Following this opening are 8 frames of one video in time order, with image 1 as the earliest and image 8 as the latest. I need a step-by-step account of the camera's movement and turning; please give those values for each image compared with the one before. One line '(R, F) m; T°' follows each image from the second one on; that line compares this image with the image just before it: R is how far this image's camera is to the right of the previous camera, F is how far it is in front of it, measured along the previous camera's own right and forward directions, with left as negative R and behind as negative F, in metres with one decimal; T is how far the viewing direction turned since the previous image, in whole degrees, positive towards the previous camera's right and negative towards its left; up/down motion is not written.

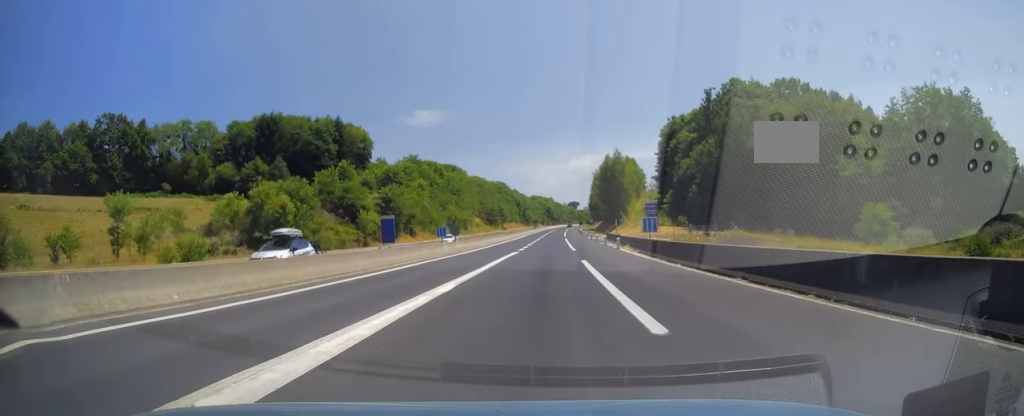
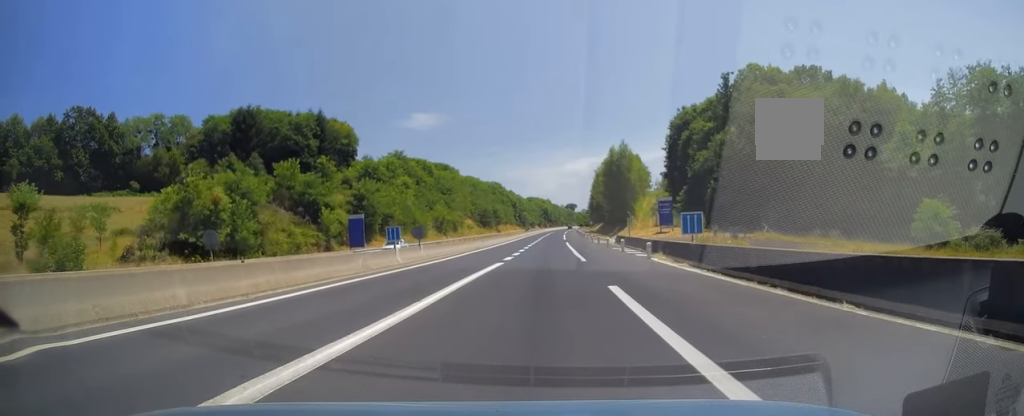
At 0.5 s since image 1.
(+0.1, +12.3) m; +1°
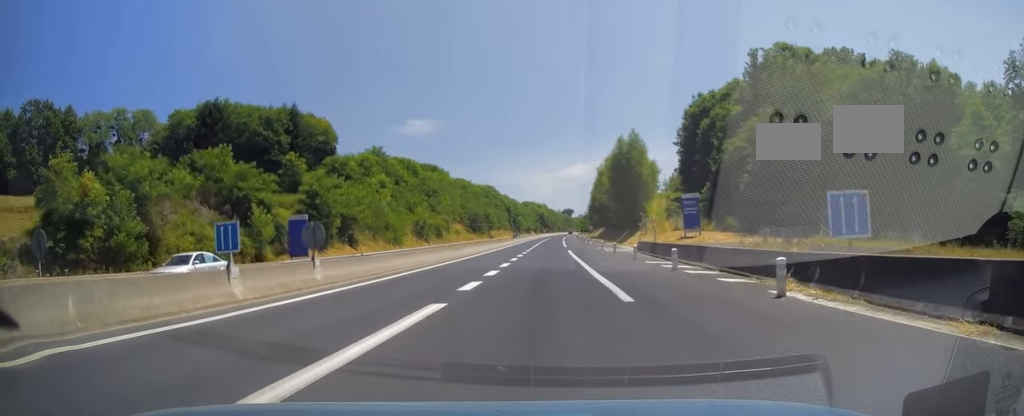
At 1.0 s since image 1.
(+0.1, +15.4) m; +1°
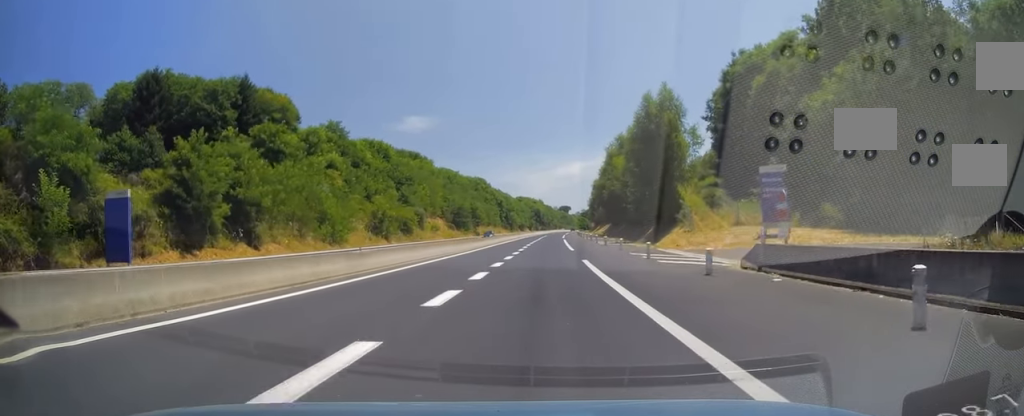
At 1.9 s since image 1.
(+0.2, +24.2) m; +1°
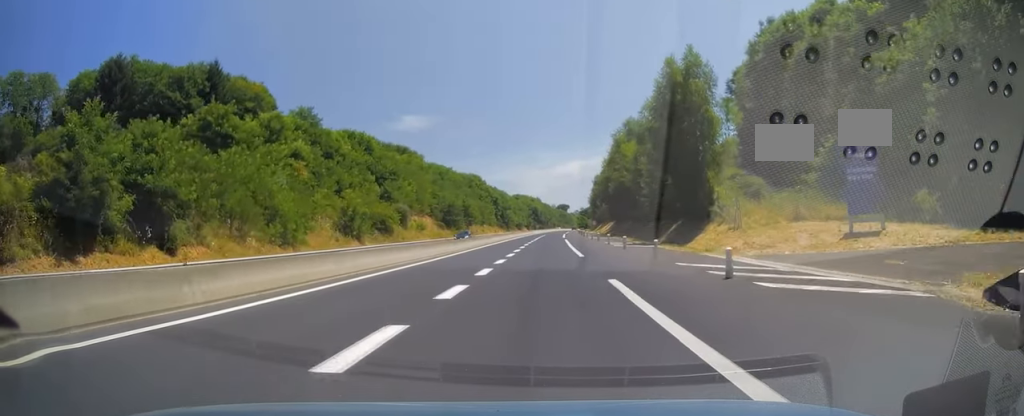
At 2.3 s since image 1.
(0.0, +11.8) m; 0°
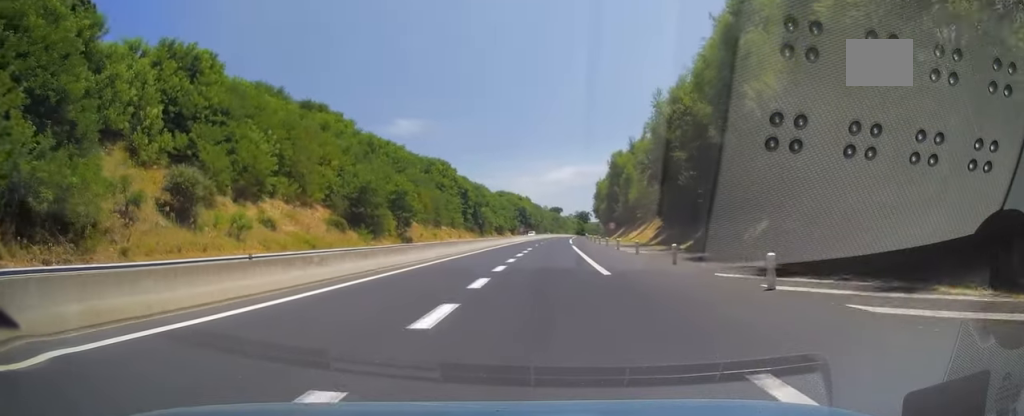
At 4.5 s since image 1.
(+0.3, +62.9) m; 0°
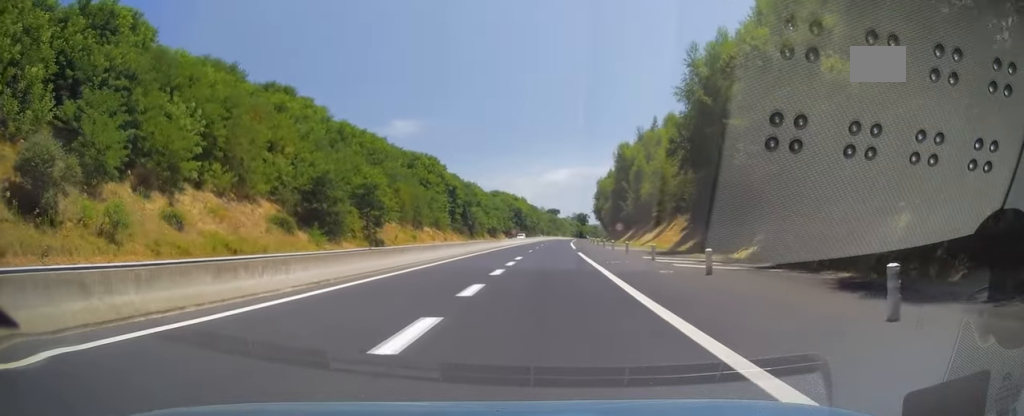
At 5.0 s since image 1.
(0.0, +14.8) m; 0°
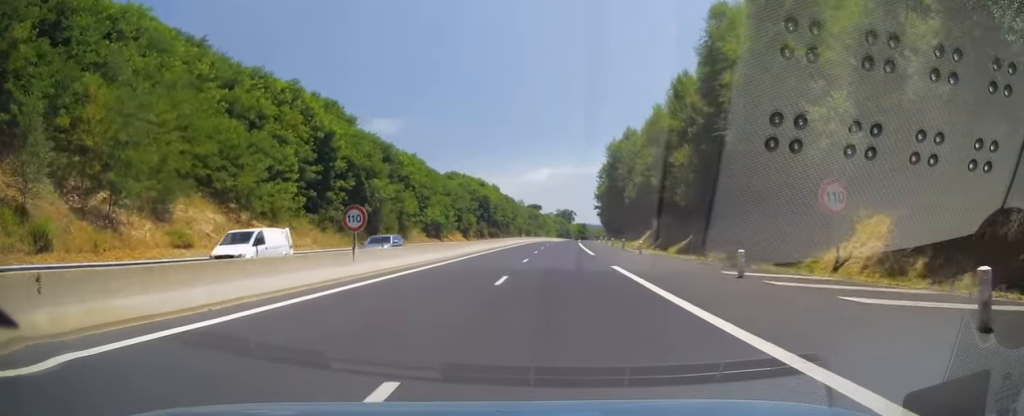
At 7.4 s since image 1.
(+1.0, +73.0) m; +1°
